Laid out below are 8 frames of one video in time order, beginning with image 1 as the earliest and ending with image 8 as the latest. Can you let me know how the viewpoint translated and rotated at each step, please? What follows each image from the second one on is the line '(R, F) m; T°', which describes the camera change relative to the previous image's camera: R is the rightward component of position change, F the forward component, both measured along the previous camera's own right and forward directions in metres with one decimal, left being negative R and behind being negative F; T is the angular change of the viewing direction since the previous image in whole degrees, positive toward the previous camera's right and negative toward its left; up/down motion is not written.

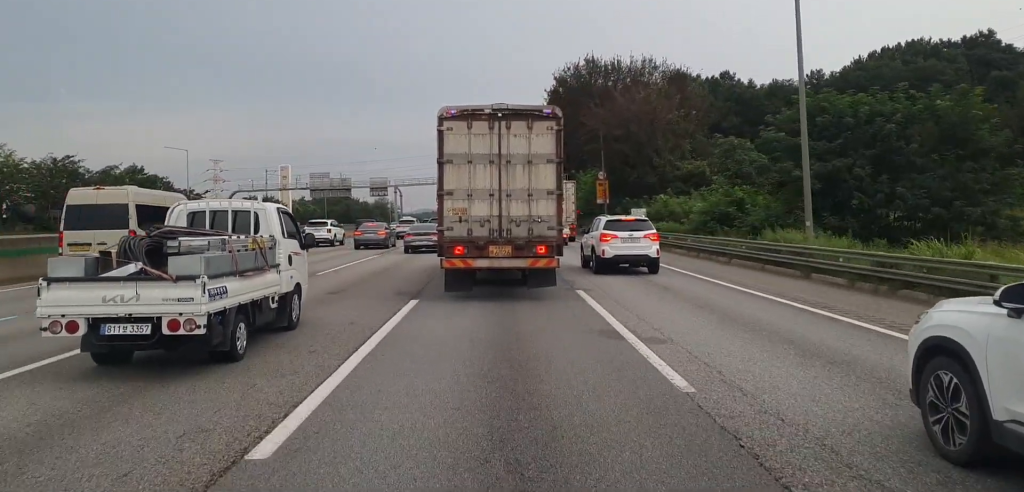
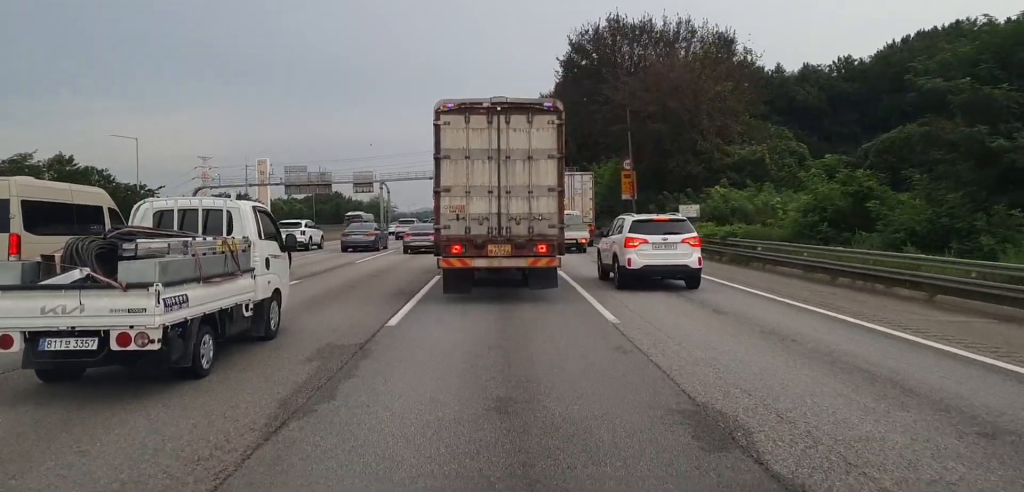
(+0.3, +14.4) m; +1°
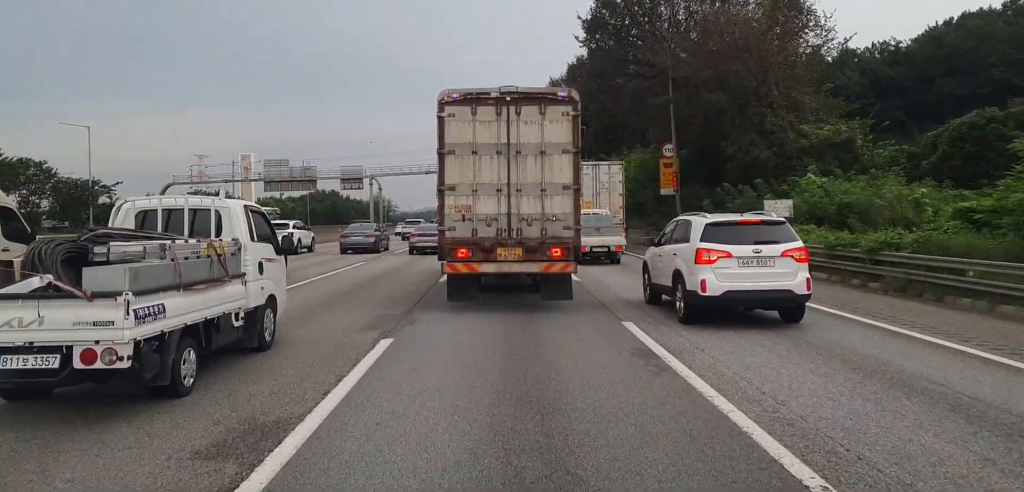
(-0.4, +13.0) m; -2°
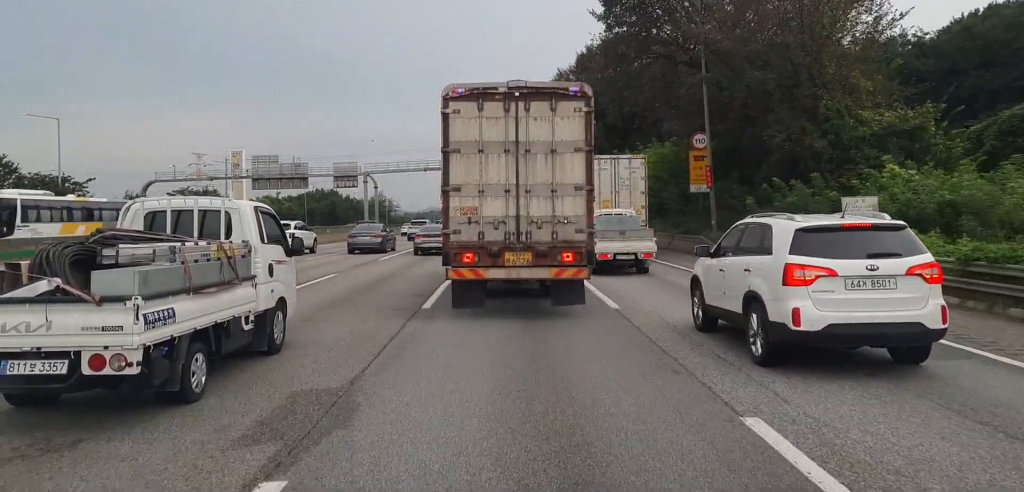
(0.0, +7.0) m; 0°
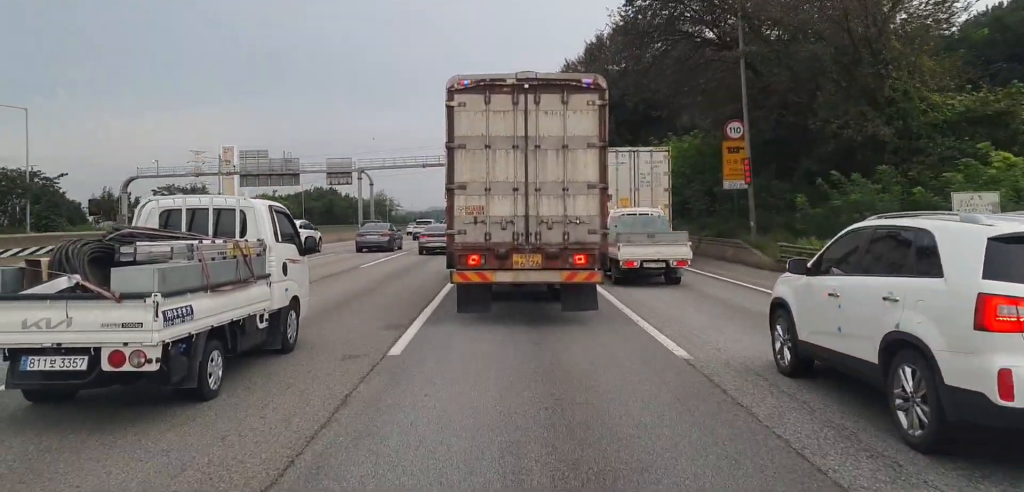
(0.0, +5.5) m; 0°
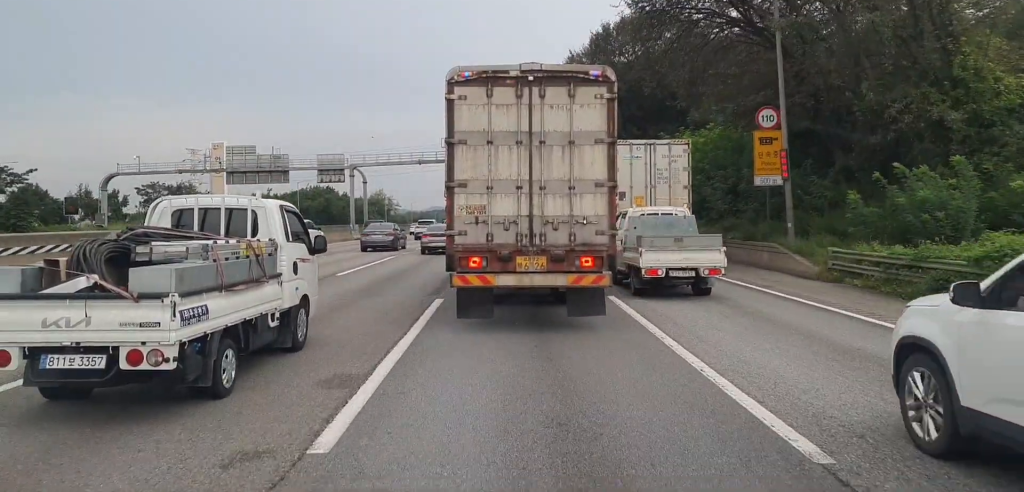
(0.0, +4.3) m; 0°
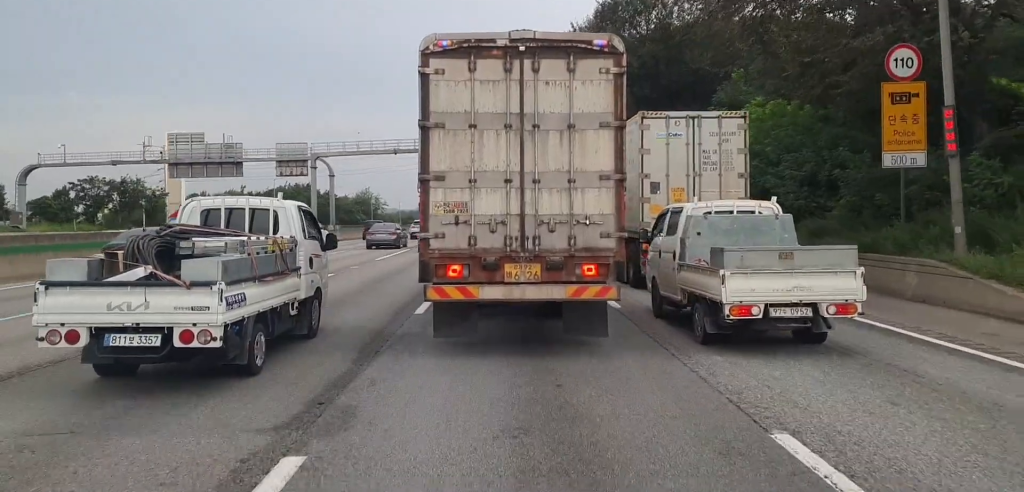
(0.0, +9.5) m; 0°
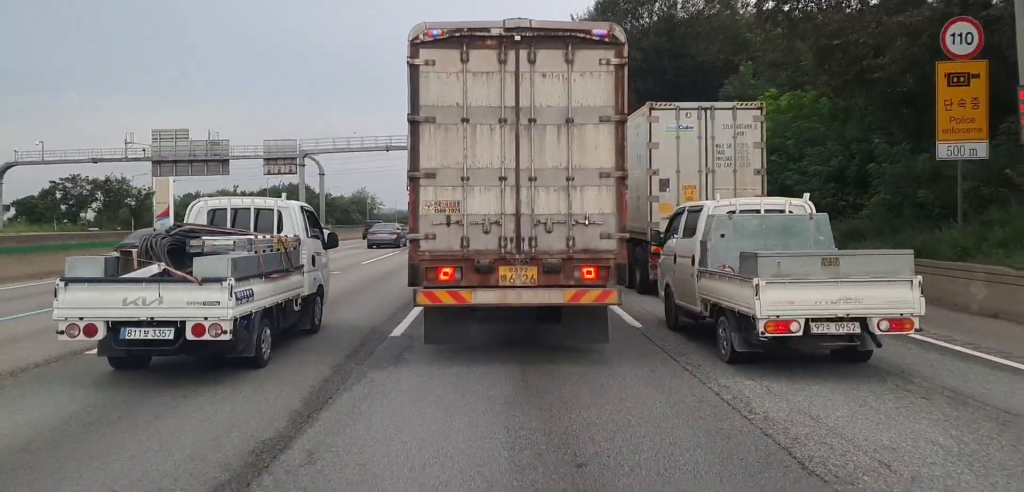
(0.0, +1.3) m; 0°
